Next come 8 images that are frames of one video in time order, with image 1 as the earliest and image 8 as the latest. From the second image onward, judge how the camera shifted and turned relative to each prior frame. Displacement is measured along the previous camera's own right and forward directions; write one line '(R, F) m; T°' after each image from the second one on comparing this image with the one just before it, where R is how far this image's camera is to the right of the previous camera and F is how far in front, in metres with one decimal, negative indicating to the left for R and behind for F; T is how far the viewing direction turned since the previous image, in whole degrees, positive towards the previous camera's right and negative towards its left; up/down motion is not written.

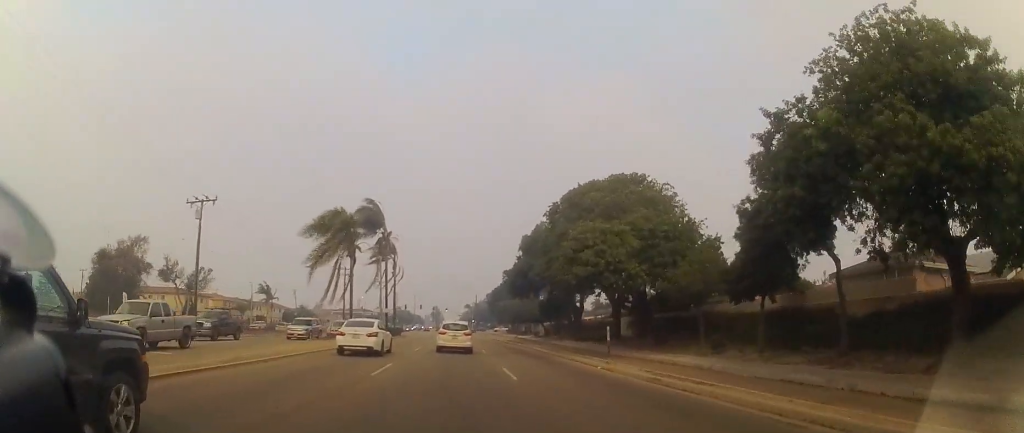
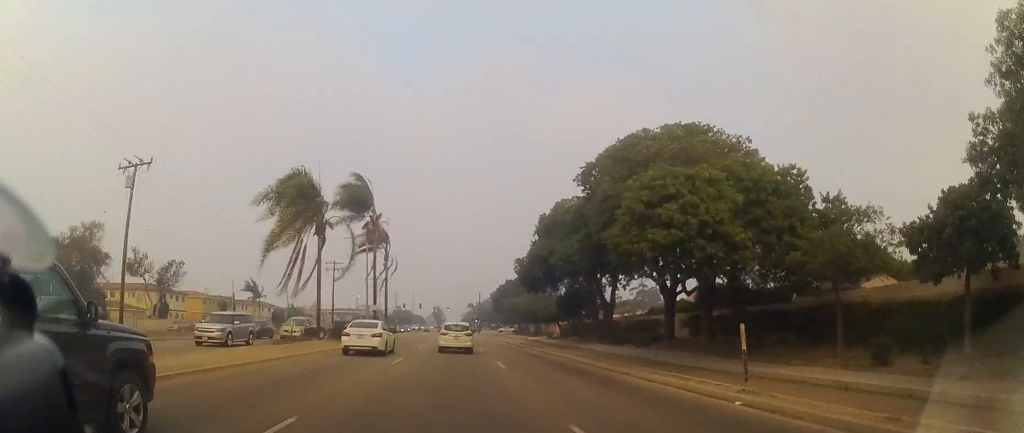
(-0.3, +10.7) m; 0°
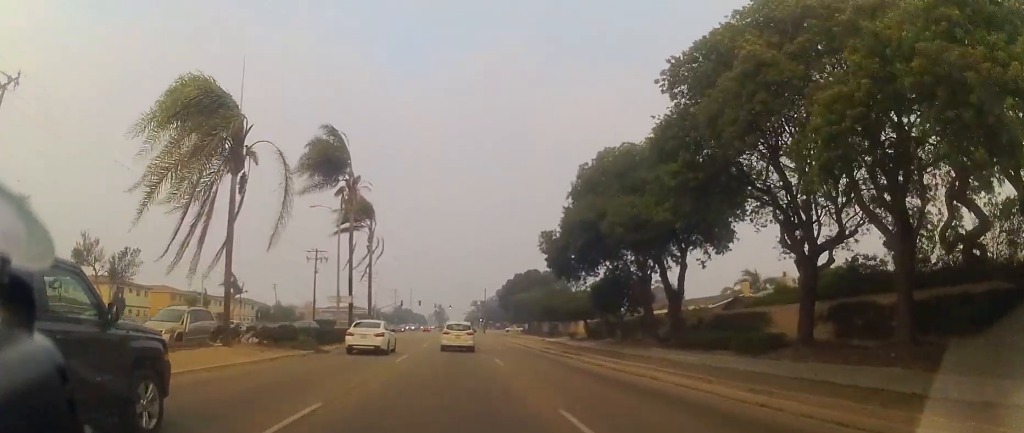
(+0.3, +14.0) m; +1°
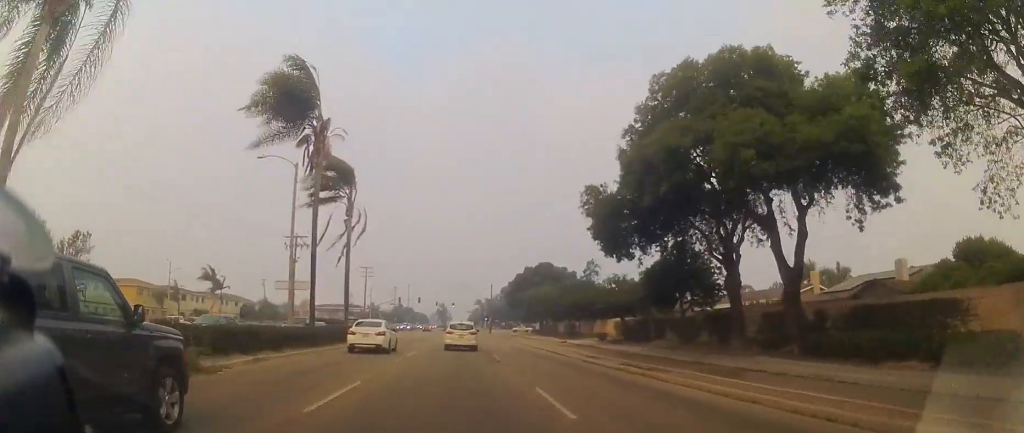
(+0.1, +12.0) m; 0°
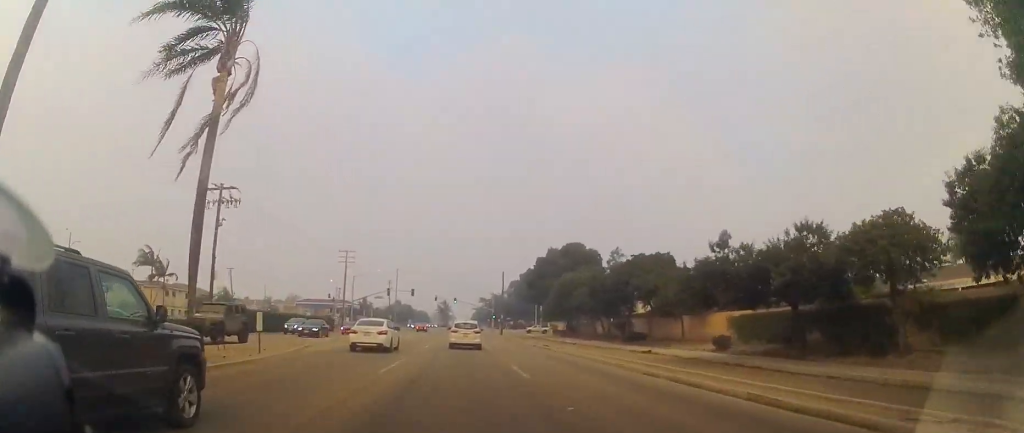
(-0.4, +23.7) m; -2°
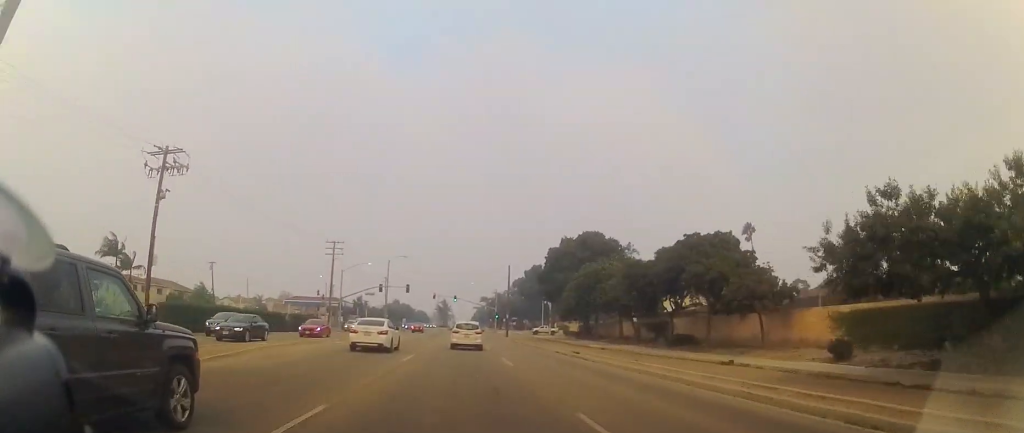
(-0.1, +10.0) m; 0°
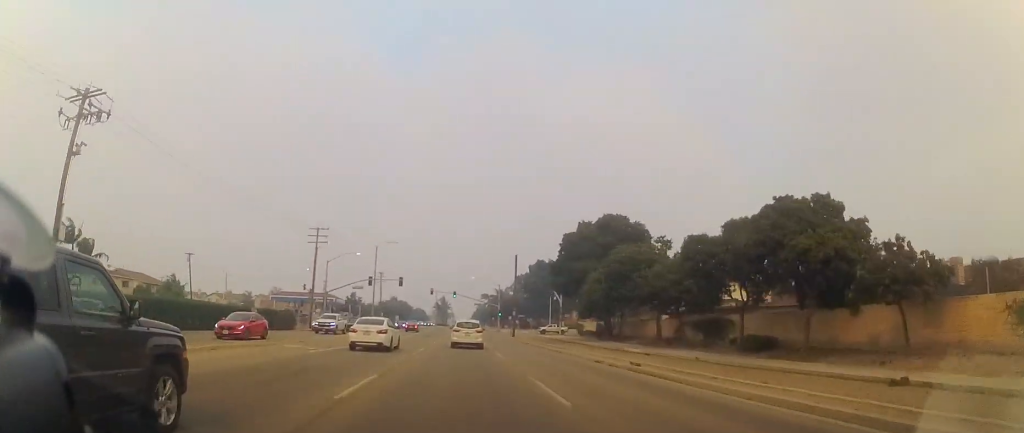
(0.0, +10.1) m; 0°
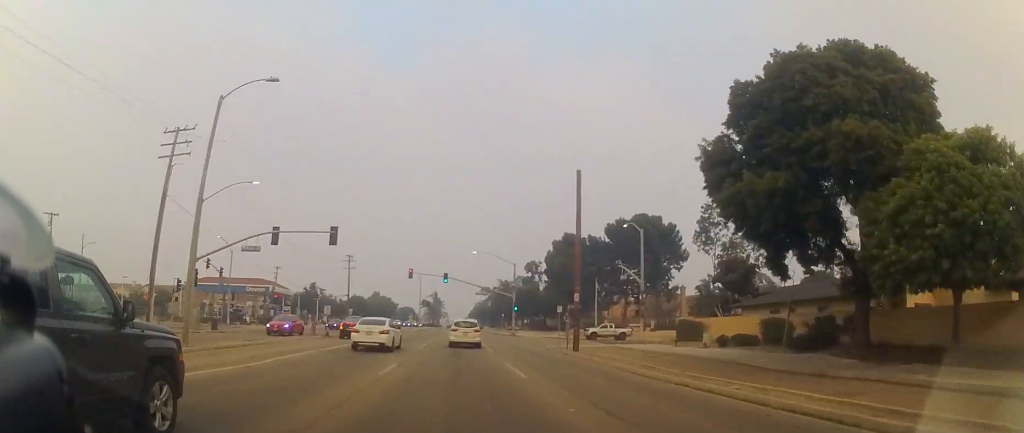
(+0.2, +40.2) m; +1°
